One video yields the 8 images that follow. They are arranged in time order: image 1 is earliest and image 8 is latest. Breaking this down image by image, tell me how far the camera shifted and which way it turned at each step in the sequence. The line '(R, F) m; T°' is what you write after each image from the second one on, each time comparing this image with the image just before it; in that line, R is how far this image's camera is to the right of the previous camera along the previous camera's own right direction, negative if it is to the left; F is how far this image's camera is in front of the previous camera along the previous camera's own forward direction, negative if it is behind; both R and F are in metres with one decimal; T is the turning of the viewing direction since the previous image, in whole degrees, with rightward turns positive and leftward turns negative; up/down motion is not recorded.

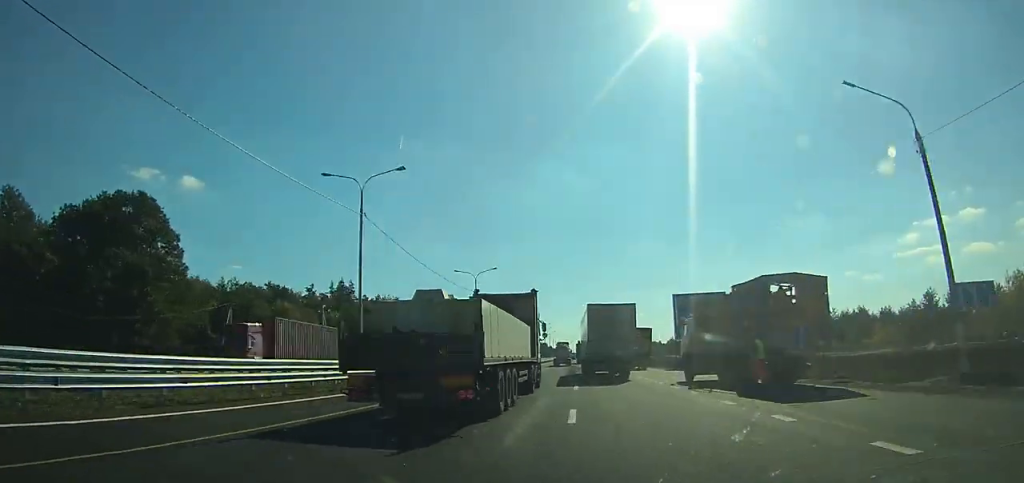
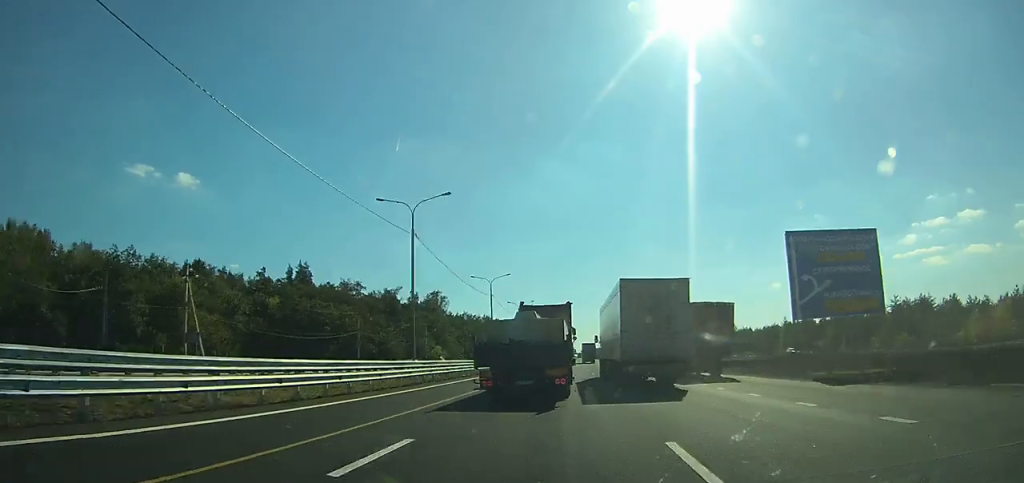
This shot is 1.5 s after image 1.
(+0.1, +30.8) m; 0°
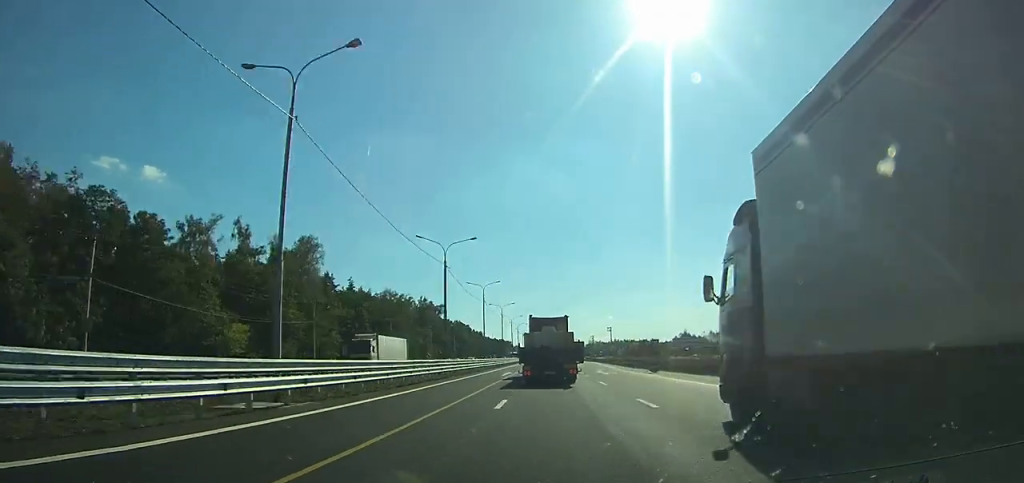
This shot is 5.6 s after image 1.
(+1.1, +84.5) m; +1°
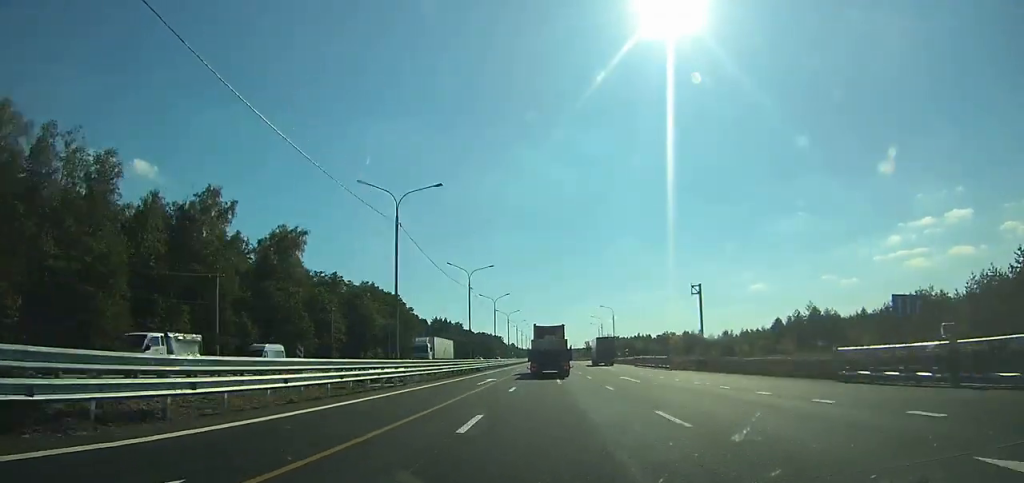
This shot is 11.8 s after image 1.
(+0.3, +133.7) m; 0°
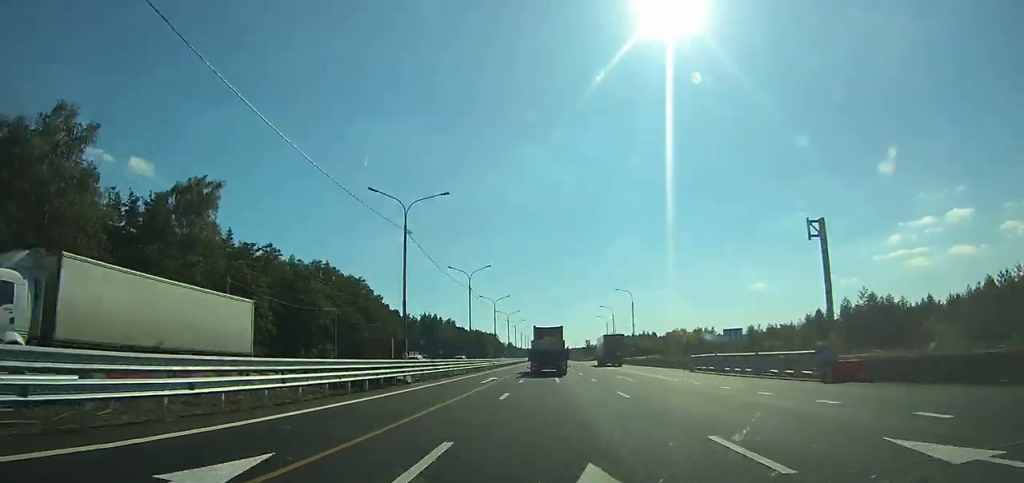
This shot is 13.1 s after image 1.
(0.0, +29.4) m; 0°
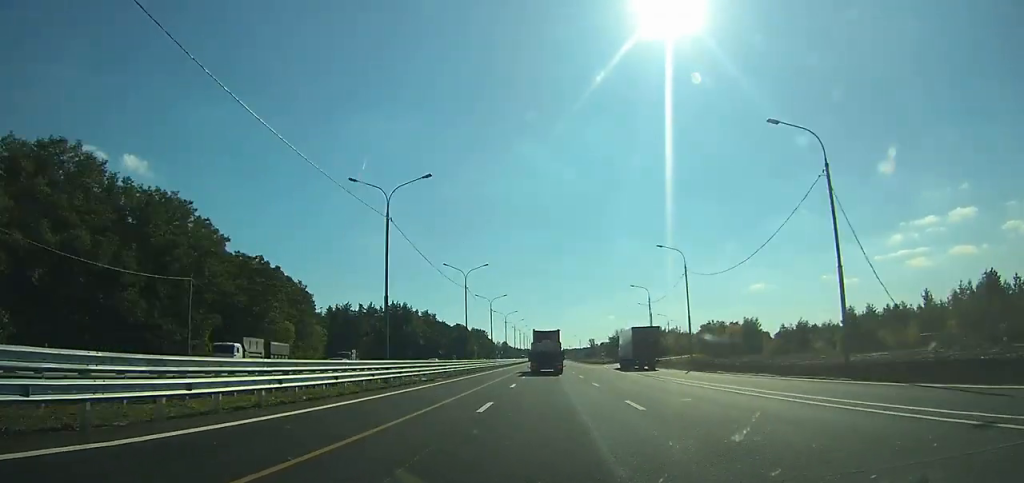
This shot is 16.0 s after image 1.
(0.0, +65.7) m; 0°
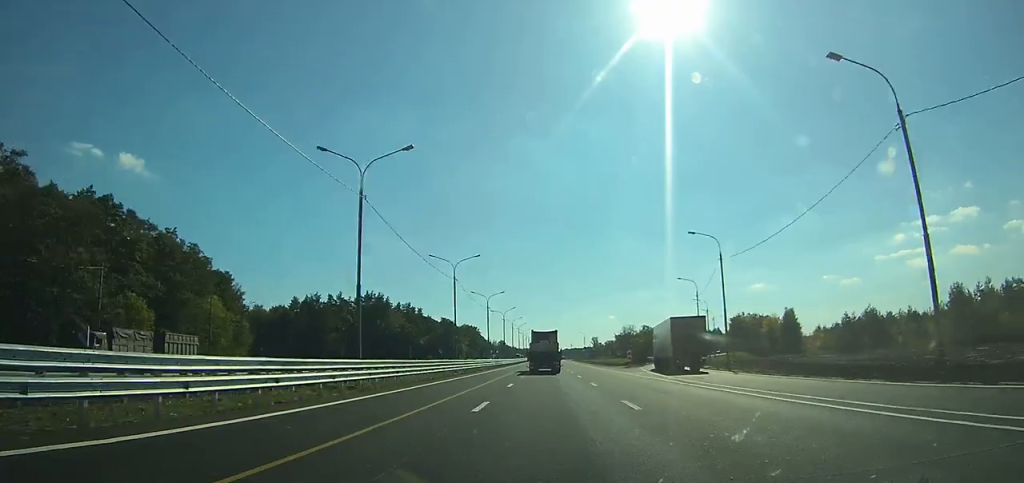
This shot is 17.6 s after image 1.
(+0.1, +36.2) m; 0°
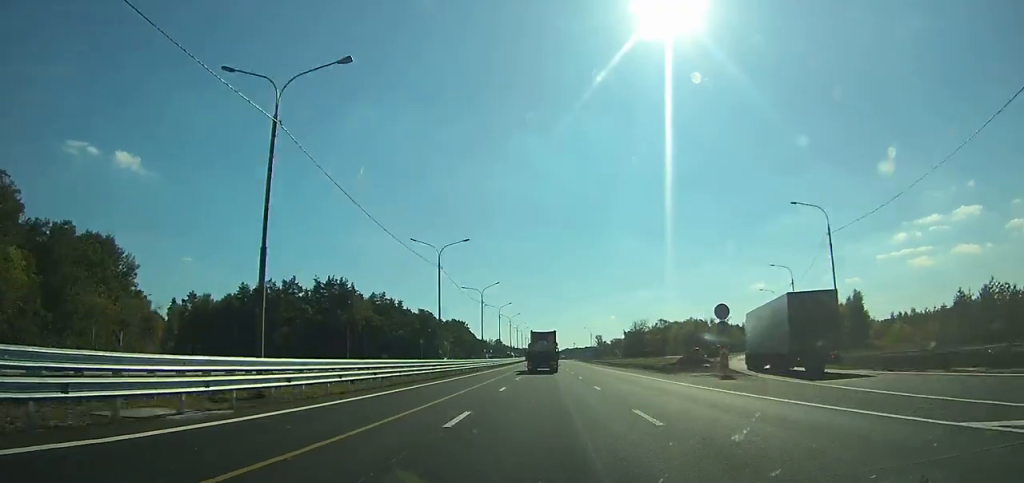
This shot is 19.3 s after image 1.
(+0.1, +38.6) m; 0°
